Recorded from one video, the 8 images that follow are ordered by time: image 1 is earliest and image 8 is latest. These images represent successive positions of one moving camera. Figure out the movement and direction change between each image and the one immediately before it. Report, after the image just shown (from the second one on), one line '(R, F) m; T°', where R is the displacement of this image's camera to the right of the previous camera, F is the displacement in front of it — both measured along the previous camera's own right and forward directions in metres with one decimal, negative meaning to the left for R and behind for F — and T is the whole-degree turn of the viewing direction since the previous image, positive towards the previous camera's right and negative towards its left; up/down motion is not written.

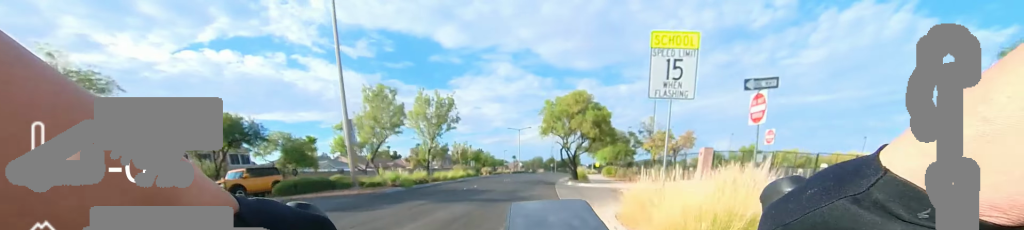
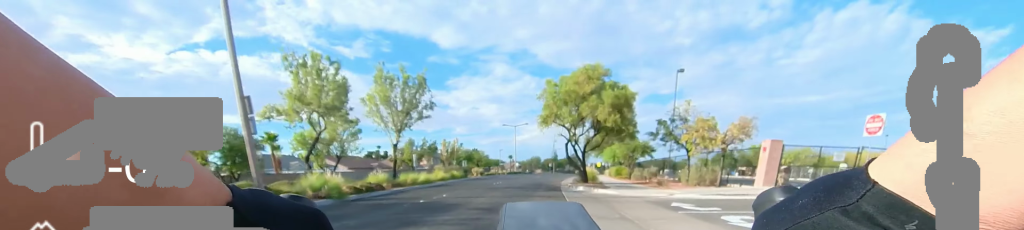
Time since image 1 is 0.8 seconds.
(0.0, +6.2) m; 0°
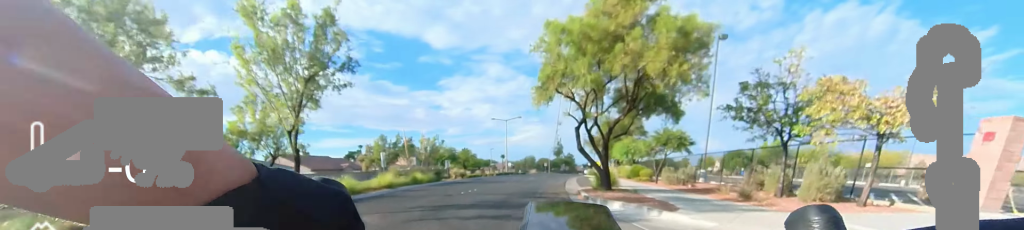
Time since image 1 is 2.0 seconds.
(0.0, +8.5) m; 0°
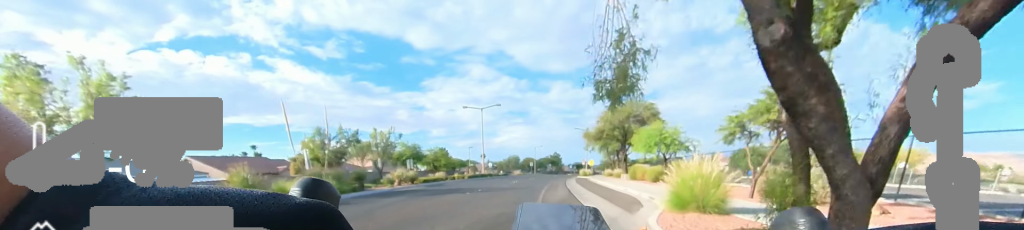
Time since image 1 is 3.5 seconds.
(+0.4, +11.2) m; +10°
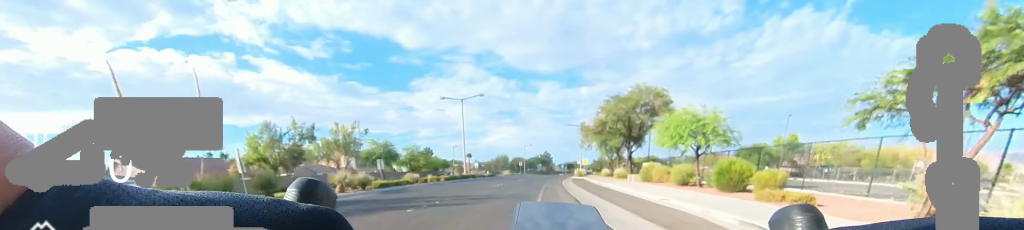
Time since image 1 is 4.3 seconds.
(+1.0, +5.8) m; 0°
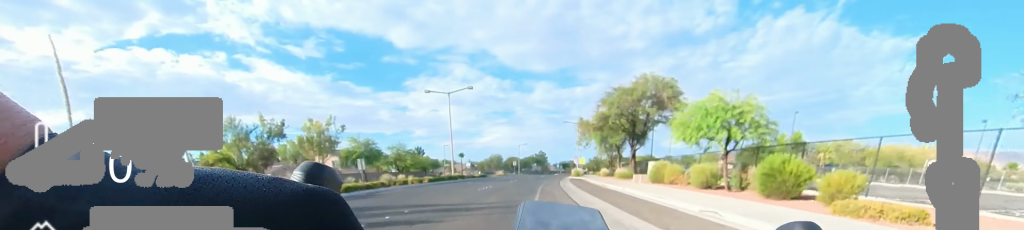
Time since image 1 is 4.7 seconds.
(-0.5, +3.2) m; 0°
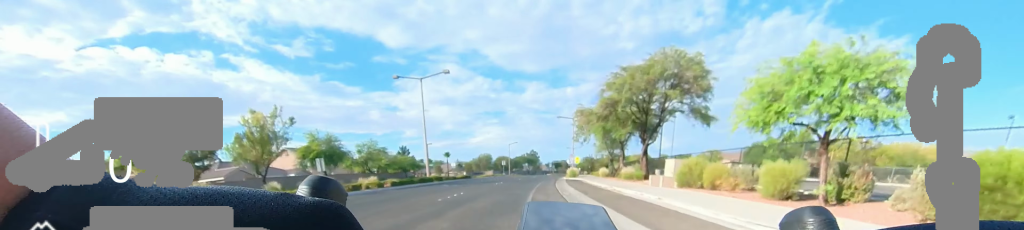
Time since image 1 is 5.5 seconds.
(-0.6, +5.7) m; 0°
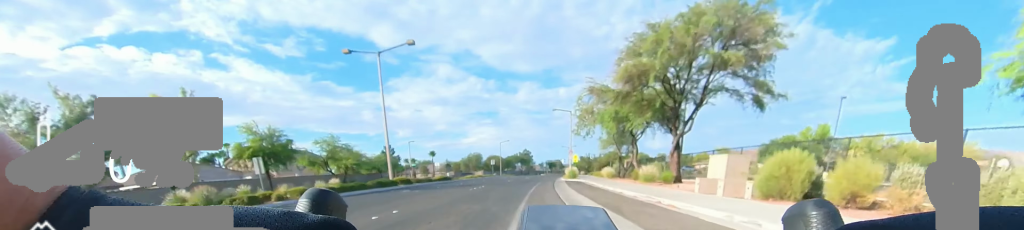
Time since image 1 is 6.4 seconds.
(+1.0, +6.5) m; +1°
